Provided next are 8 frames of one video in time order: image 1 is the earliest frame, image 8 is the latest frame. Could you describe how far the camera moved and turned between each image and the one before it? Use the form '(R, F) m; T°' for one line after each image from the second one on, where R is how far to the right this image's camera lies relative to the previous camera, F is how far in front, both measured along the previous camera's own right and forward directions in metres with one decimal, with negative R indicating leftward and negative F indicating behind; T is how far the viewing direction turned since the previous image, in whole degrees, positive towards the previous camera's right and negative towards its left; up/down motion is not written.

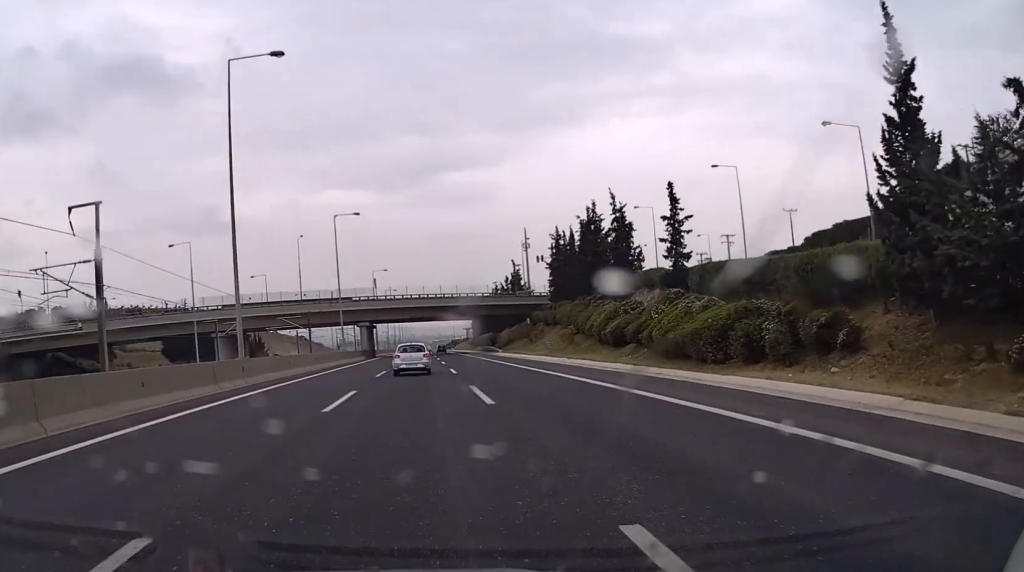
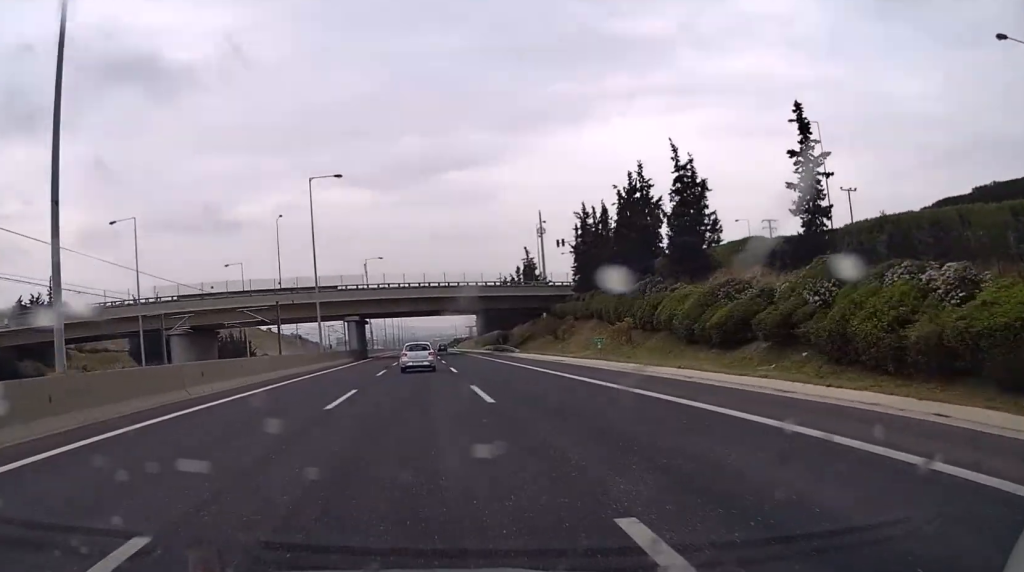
(+0.1, +18.0) m; 0°
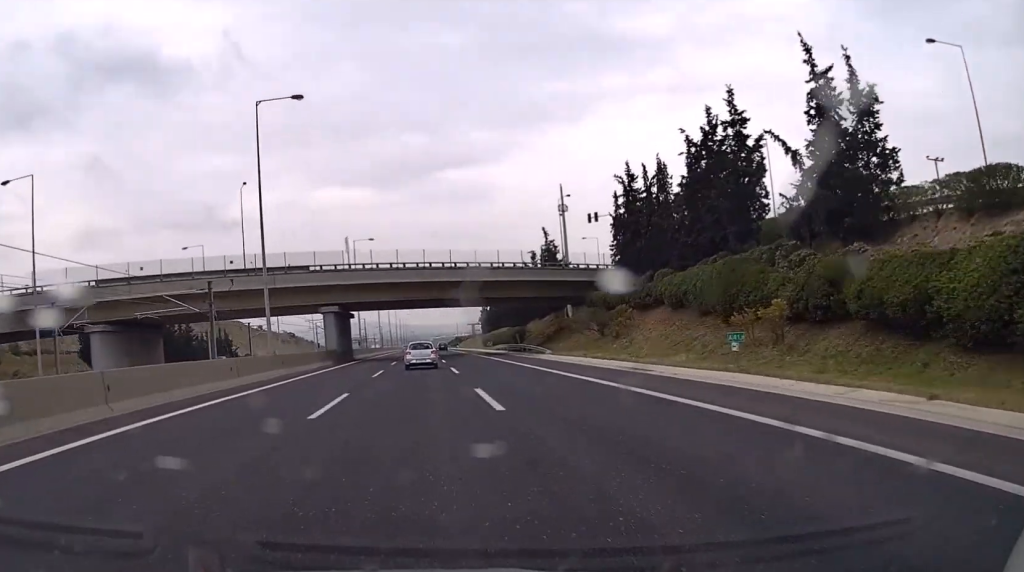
(0.0, +20.0) m; 0°
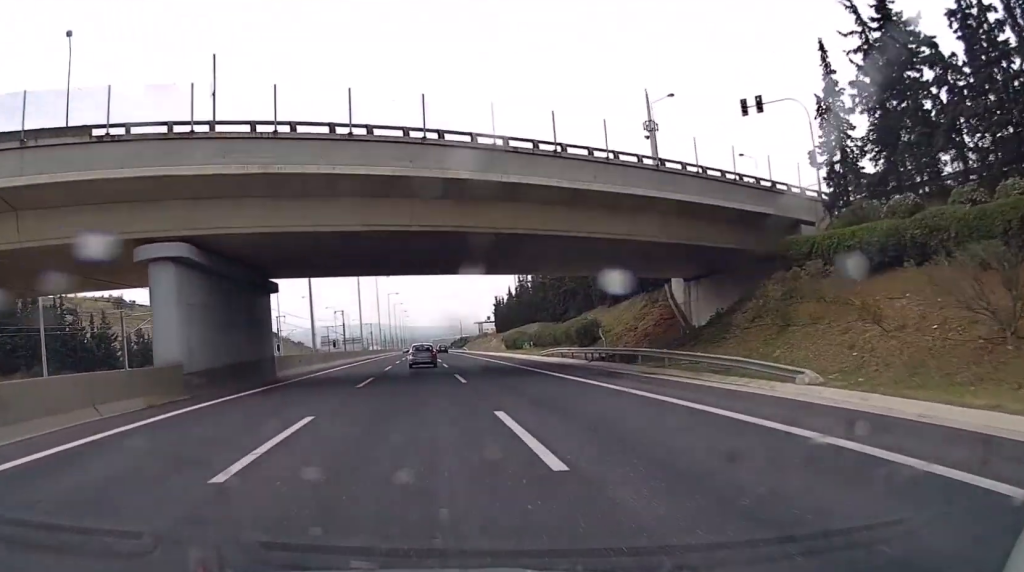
(0.0, +42.9) m; 0°
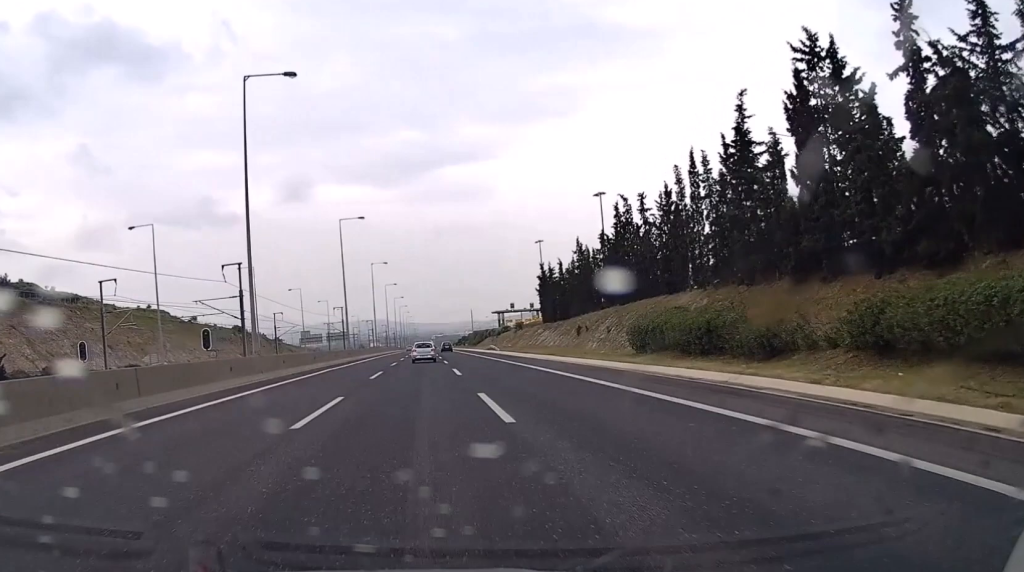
(-0.2, +67.6) m; 0°
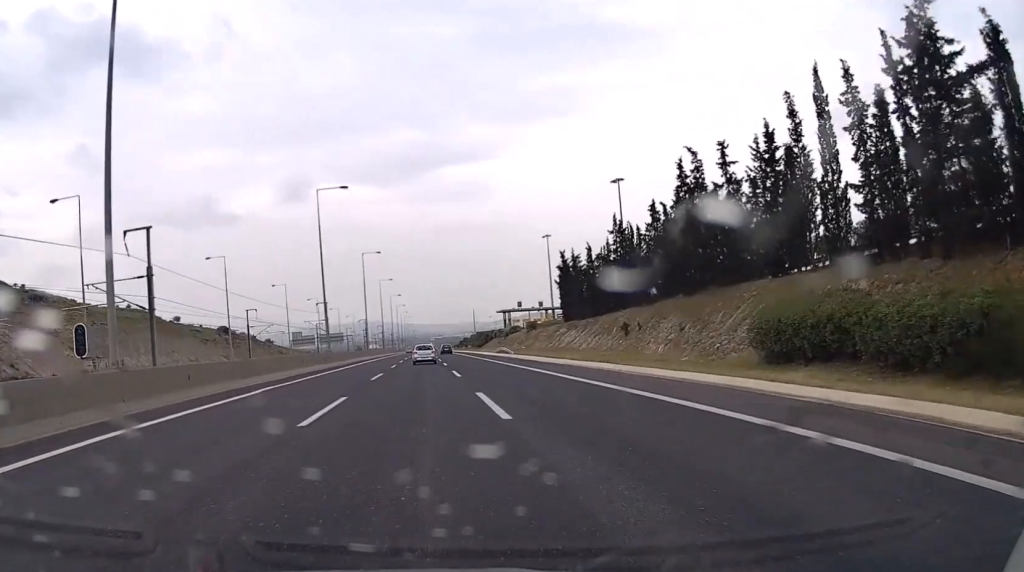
(+0.1, +16.8) m; 0°
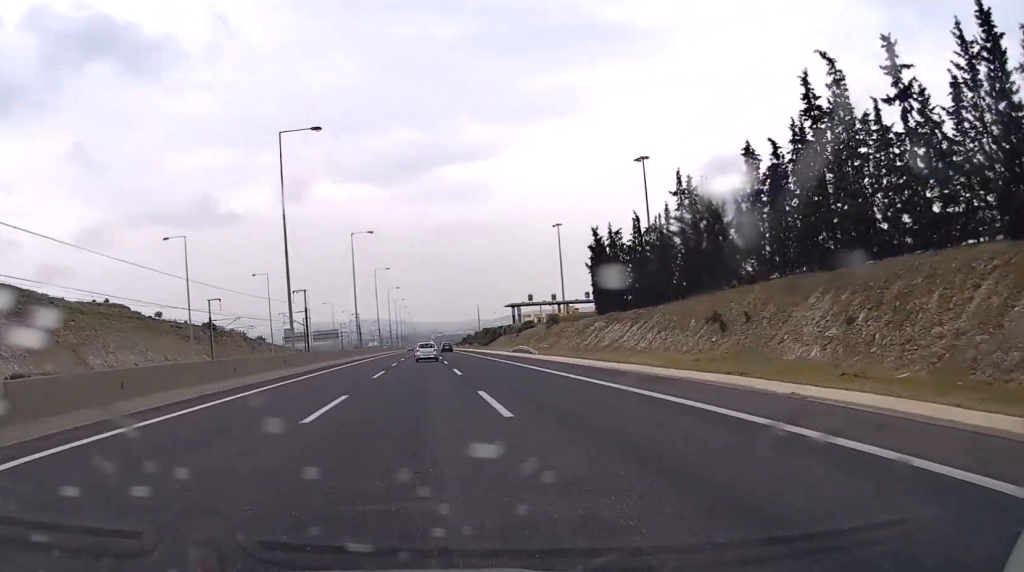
(-0.1, +17.8) m; 0°
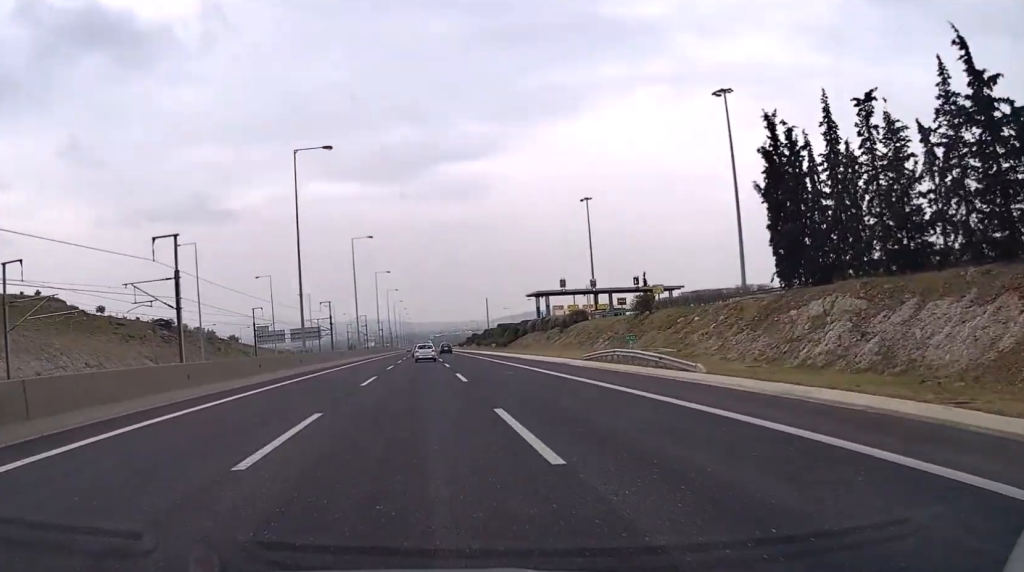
(-0.1, +40.7) m; 0°
